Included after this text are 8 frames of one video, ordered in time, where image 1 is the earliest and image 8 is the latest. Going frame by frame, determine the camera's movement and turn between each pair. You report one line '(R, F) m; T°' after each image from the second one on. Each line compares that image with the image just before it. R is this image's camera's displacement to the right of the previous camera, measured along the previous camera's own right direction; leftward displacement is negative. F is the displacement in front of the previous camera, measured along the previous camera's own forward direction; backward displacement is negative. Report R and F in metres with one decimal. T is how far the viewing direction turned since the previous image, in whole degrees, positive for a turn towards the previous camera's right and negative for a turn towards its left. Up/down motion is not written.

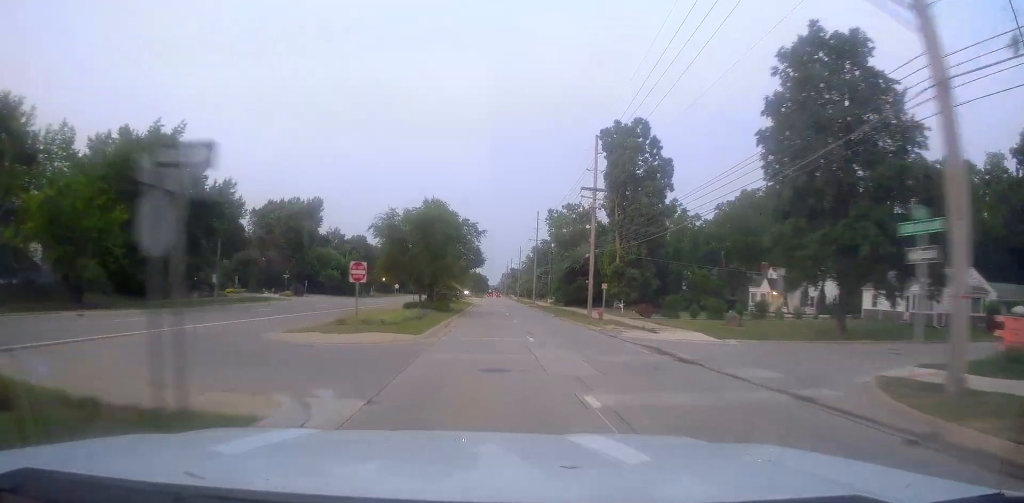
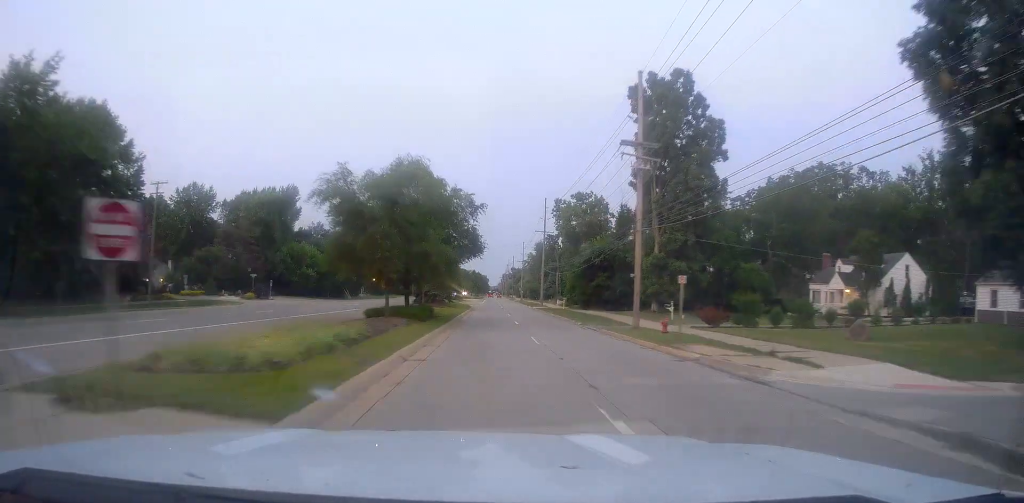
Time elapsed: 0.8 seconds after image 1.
(-0.1, +15.3) m; 0°
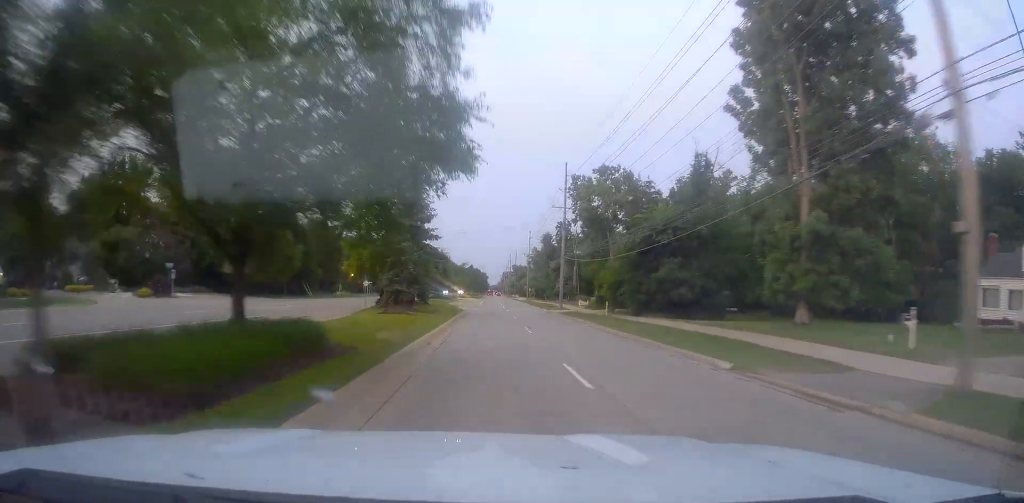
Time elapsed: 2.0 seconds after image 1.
(-0.2, +25.3) m; -2°
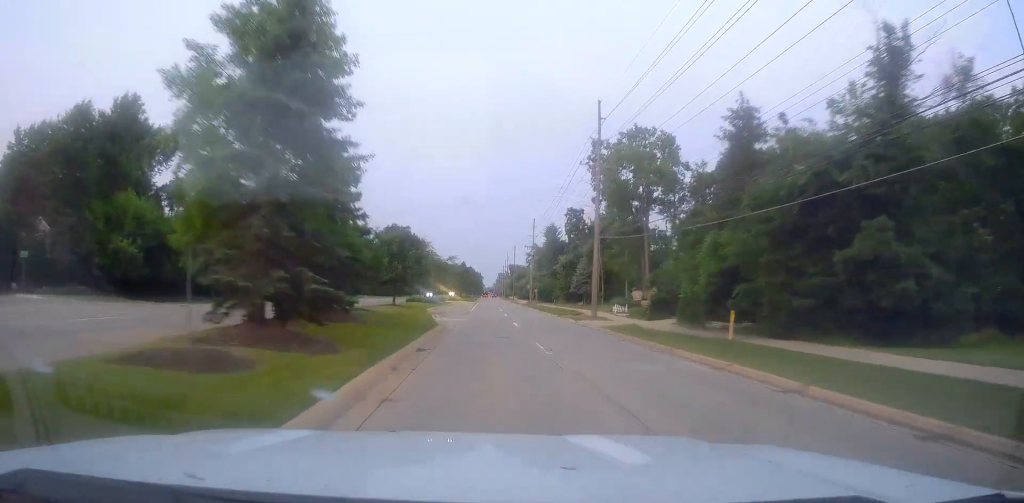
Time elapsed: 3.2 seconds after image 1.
(-0.4, +24.4) m; 0°
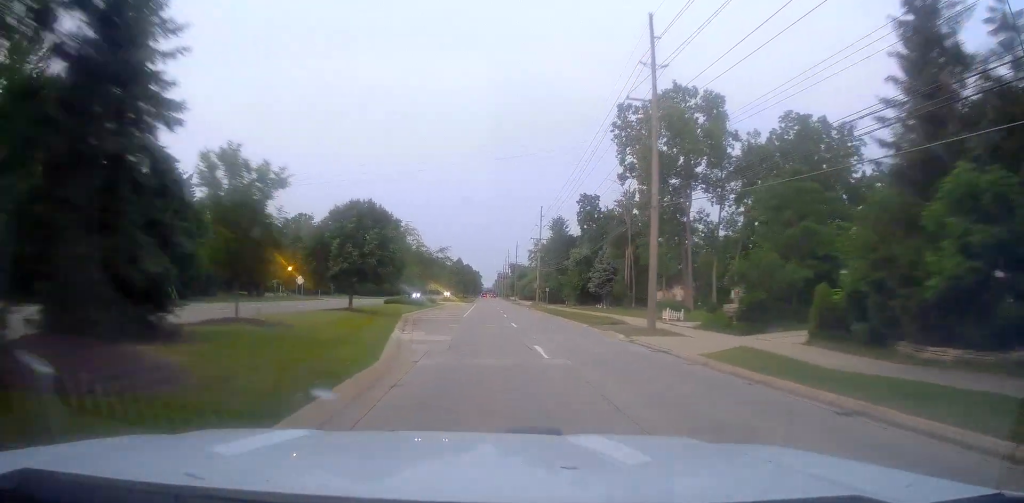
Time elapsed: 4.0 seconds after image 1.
(+0.4, +16.4) m; +1°
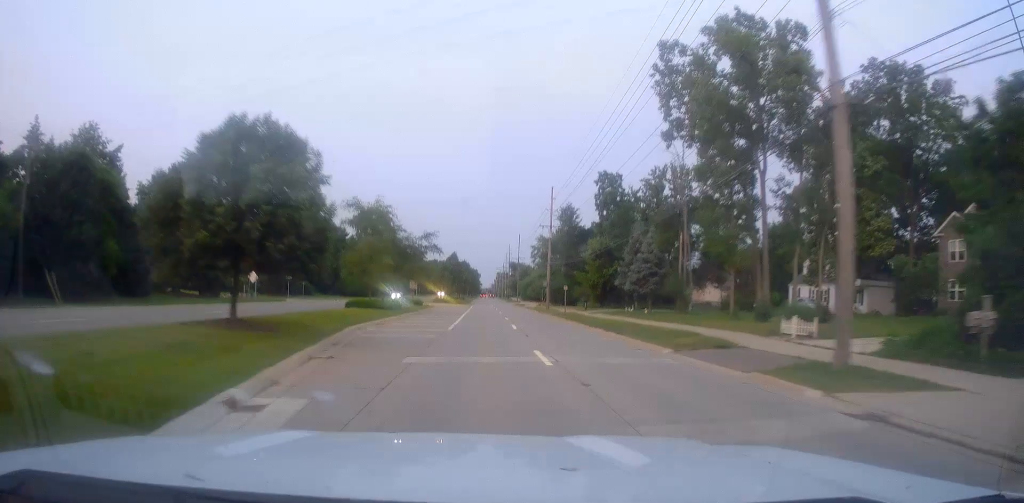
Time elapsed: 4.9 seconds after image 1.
(+0.2, +17.0) m; +1°
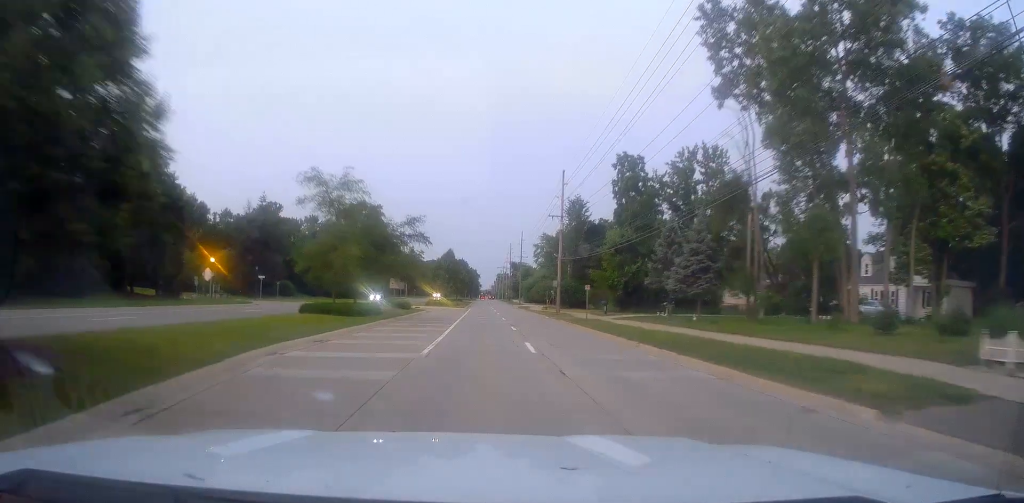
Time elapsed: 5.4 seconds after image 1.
(-0.2, +11.6) m; 0°
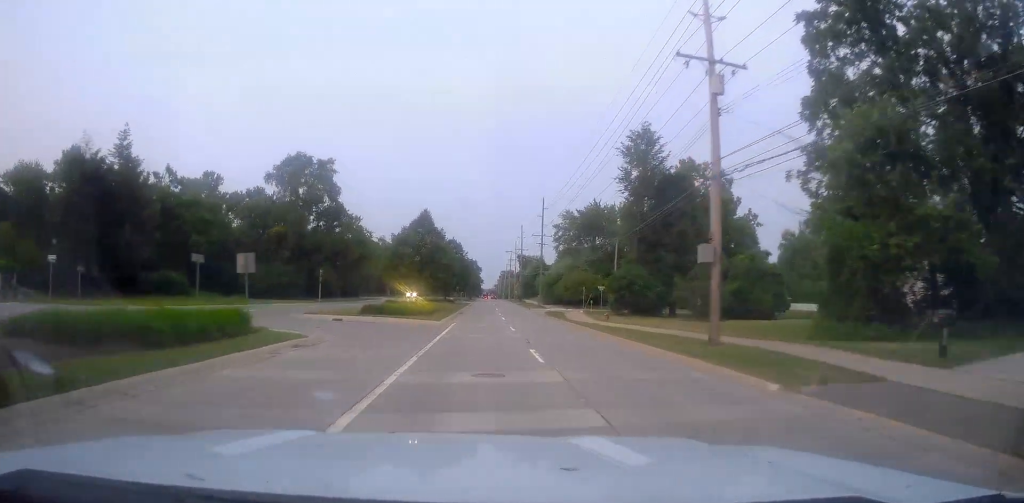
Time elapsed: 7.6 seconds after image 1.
(-0.9, +44.0) m; -1°
